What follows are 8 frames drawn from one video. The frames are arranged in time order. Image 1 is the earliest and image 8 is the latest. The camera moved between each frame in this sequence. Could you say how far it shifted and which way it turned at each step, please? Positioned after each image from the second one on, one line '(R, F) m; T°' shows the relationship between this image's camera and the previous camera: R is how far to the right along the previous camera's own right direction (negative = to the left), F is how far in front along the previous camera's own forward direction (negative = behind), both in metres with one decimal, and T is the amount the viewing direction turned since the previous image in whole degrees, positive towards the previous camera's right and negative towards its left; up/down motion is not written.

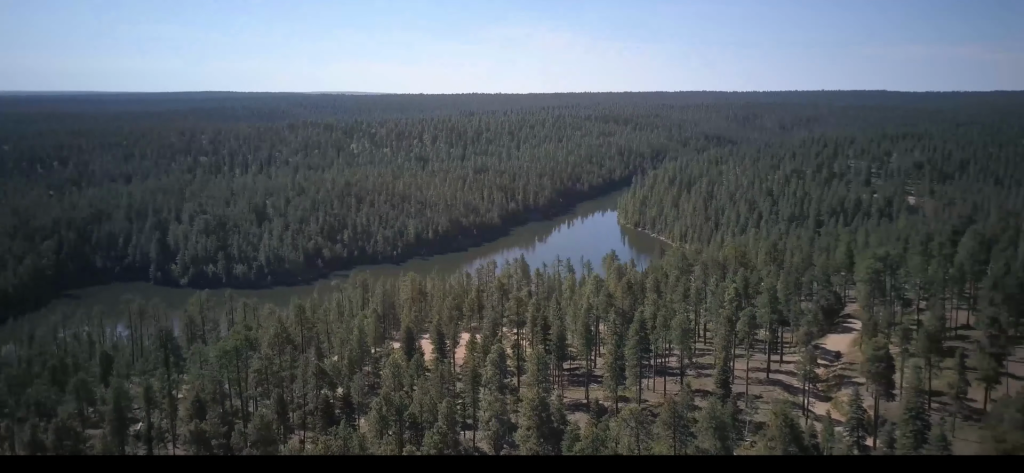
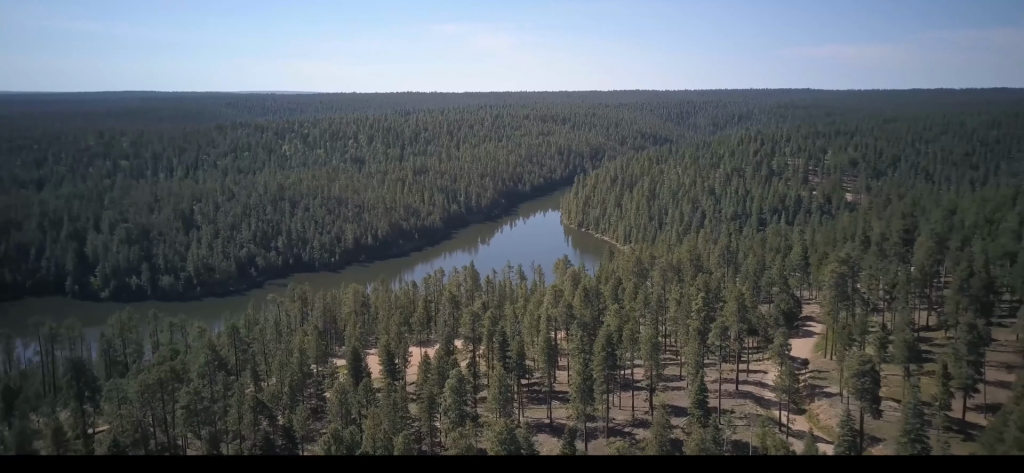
(+0.7, +14.9) m; +5°
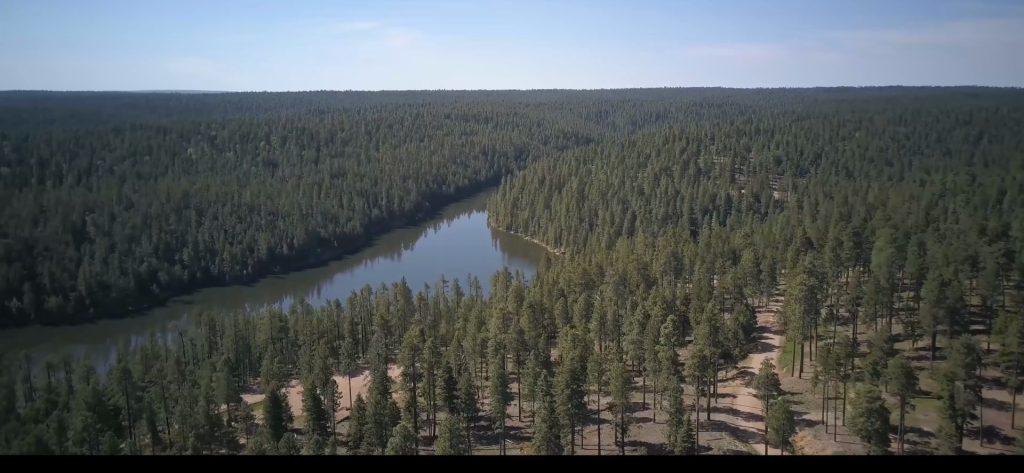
(+1.9, +26.4) m; +8°
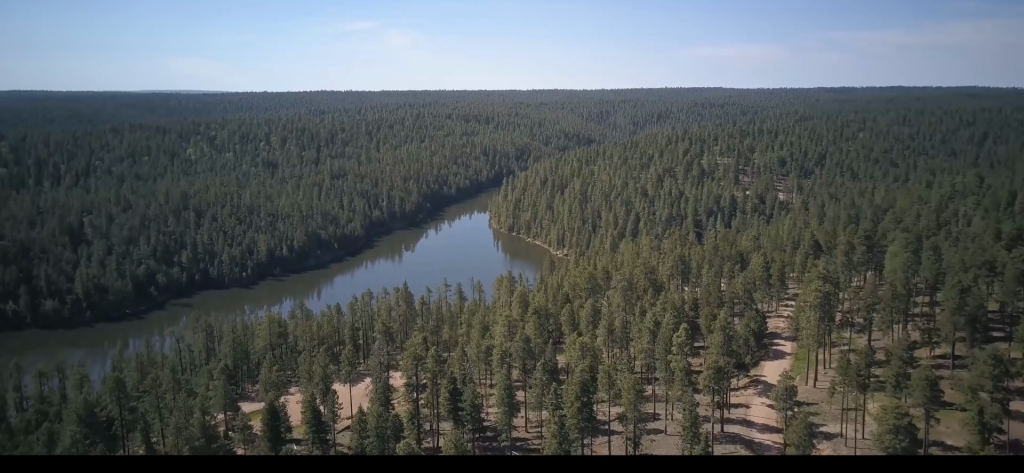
(+0.1, +6.7) m; +2°
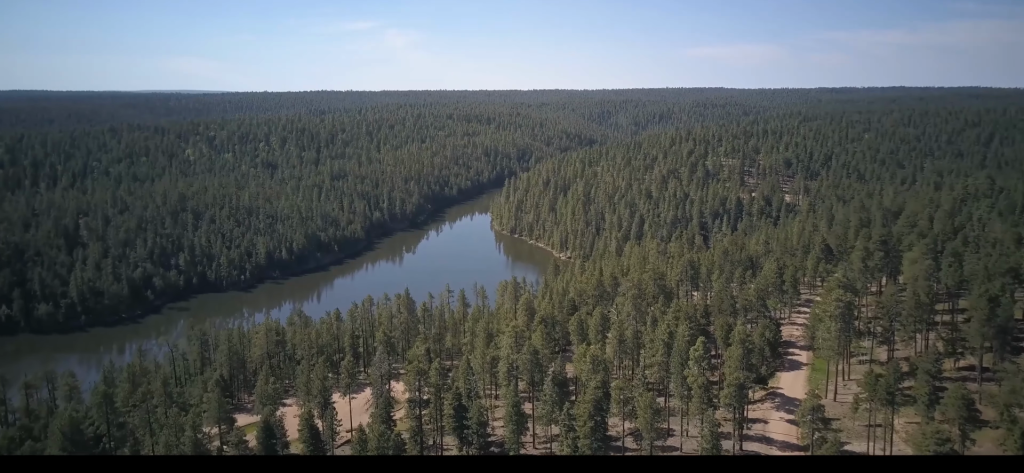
(+0.2, +8.6) m; +1°
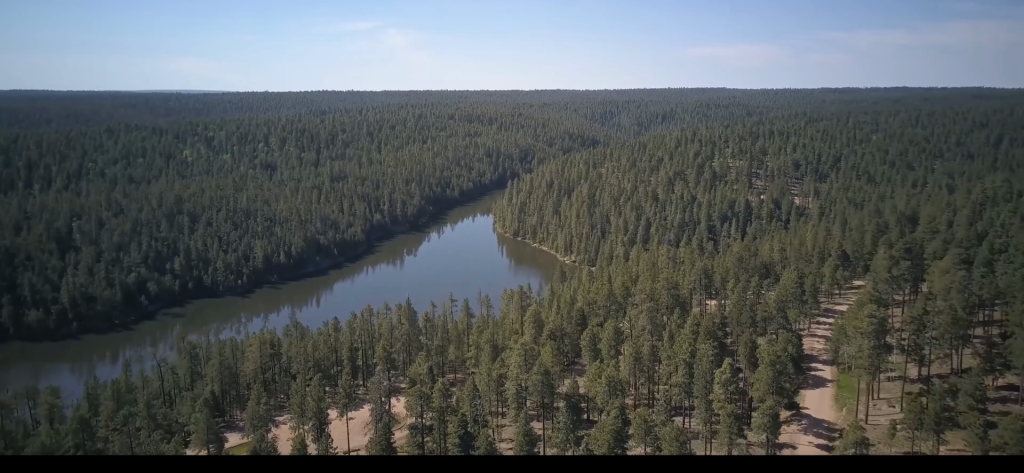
(+0.2, +12.7) m; +1°
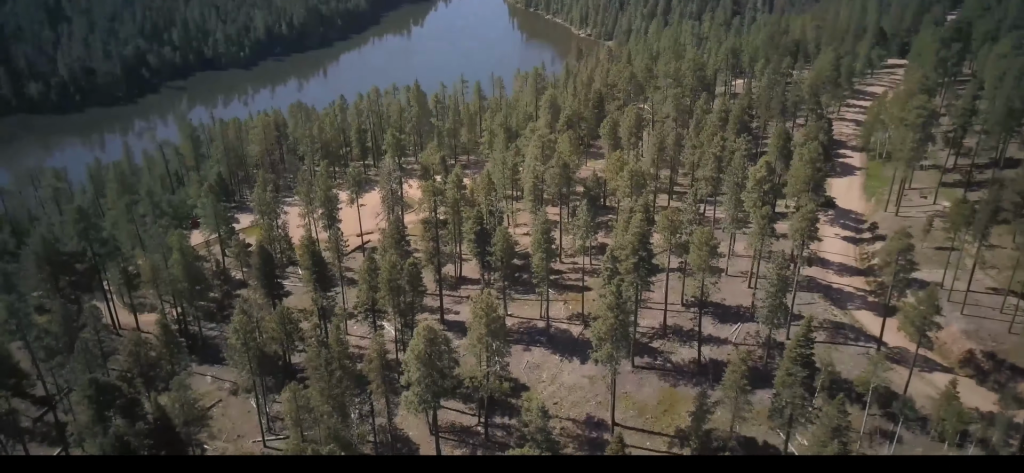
(+0.1, +16.1) m; +1°
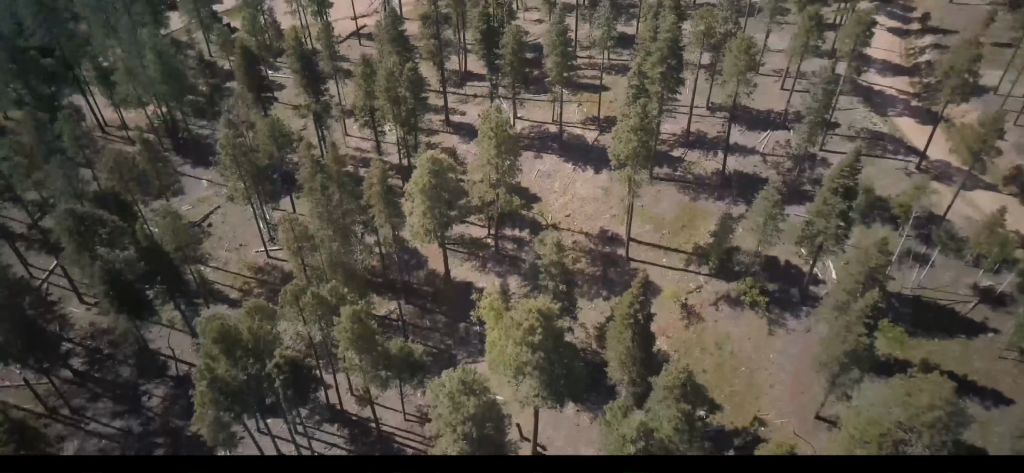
(+0.1, +14.5) m; 0°
